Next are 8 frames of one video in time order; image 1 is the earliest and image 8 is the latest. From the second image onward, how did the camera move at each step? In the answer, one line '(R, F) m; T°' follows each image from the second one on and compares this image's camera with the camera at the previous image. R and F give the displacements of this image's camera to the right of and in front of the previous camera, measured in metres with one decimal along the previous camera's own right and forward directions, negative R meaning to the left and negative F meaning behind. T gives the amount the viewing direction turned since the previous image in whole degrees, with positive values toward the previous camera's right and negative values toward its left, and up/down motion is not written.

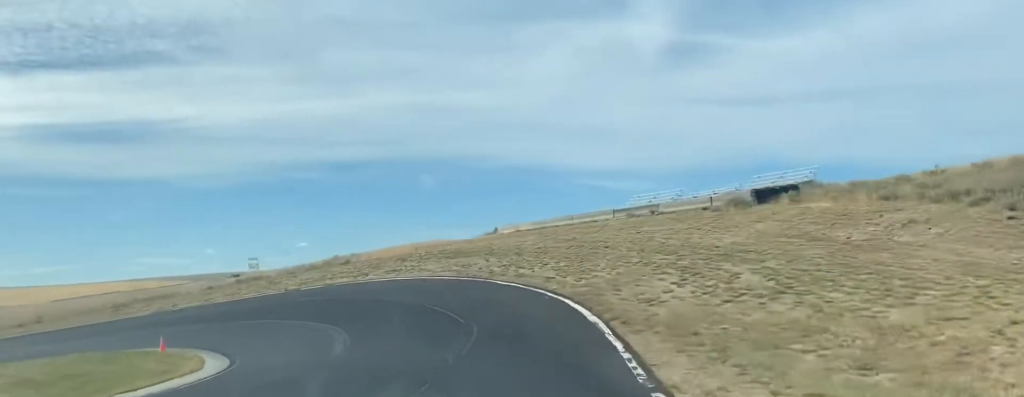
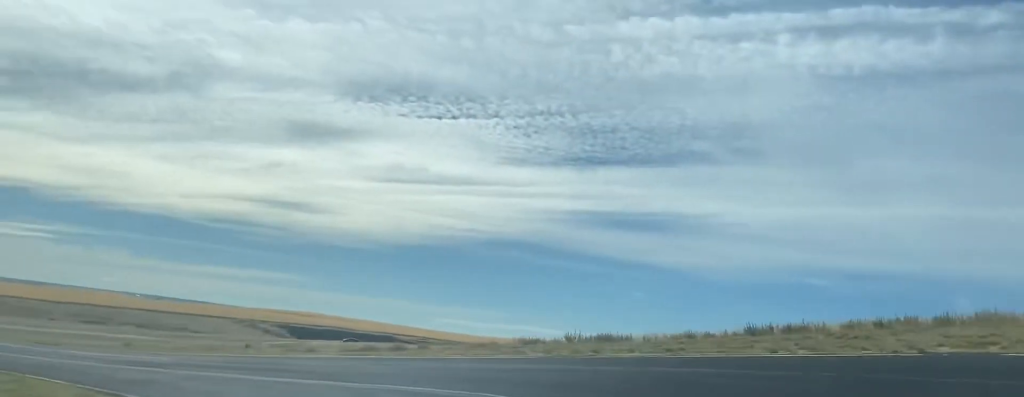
(-6.2, +47.6) m; -33°
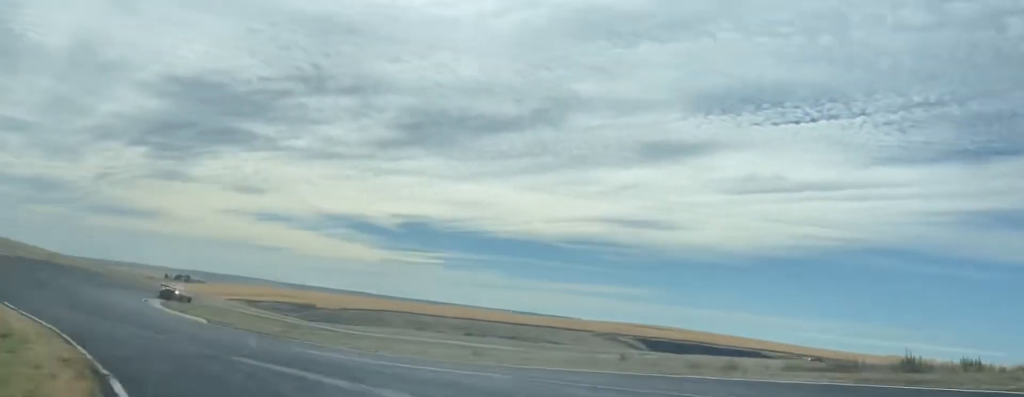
(-4.7, +21.9) m; -34°
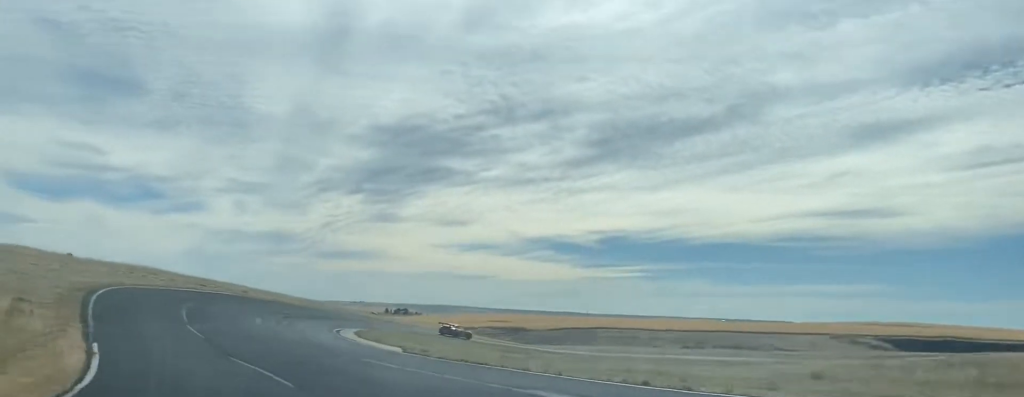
(-7.0, +18.6) m; -19°
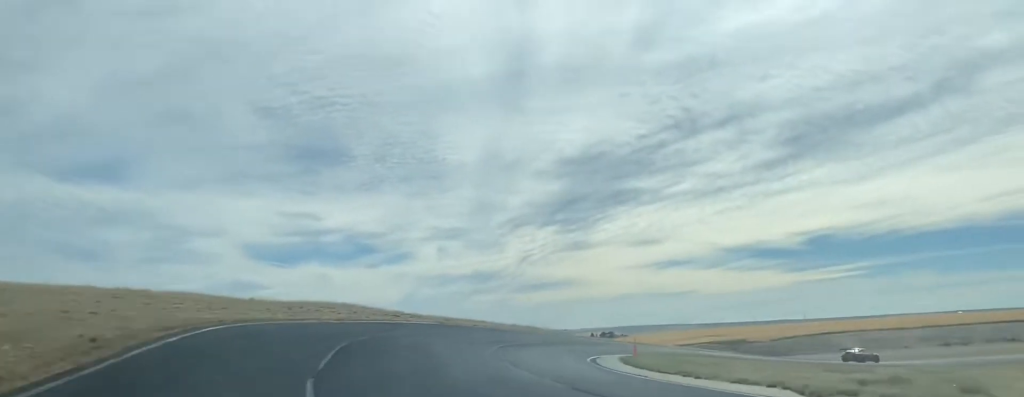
(-3.7, +22.6) m; -6°
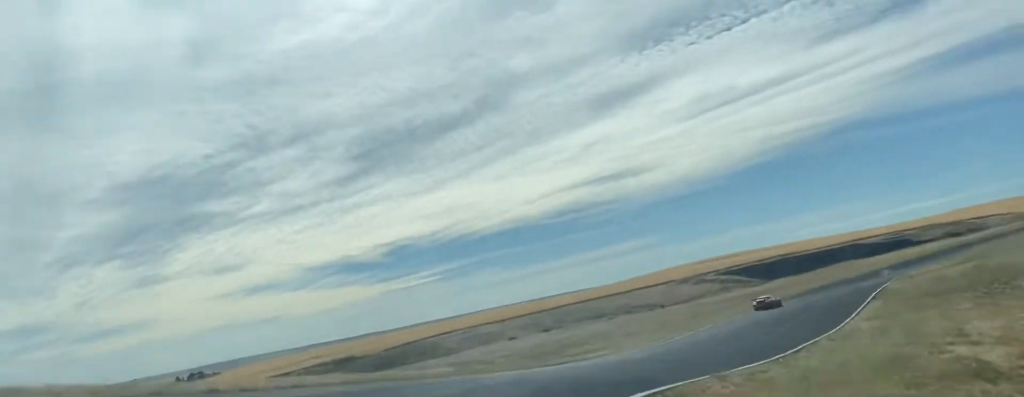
(+2.3, +42.1) m; +28°
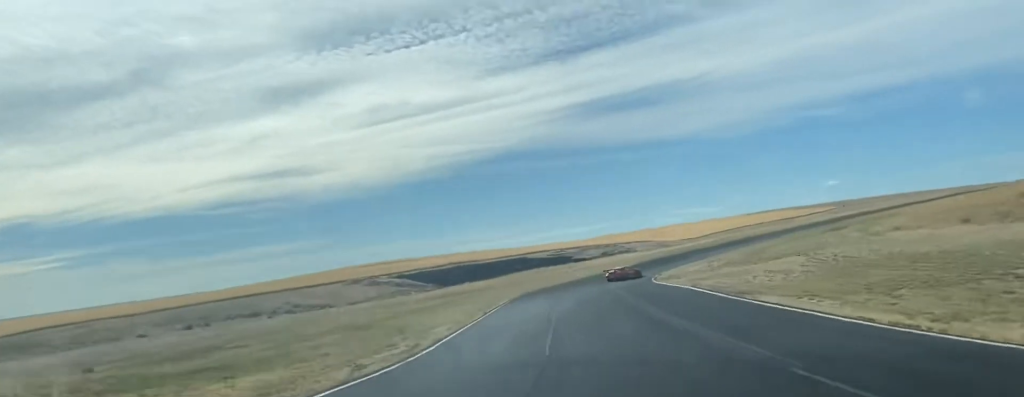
(+12.7, +30.2) m; +36°
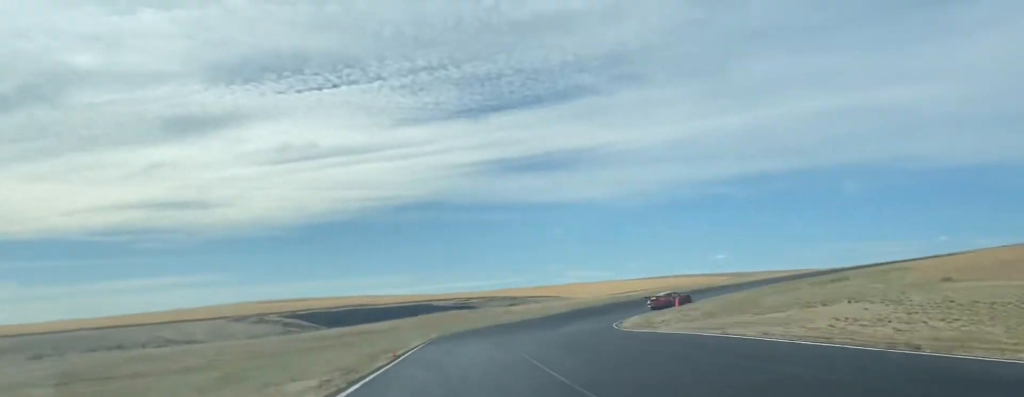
(+3.0, +18.8) m; +8°
